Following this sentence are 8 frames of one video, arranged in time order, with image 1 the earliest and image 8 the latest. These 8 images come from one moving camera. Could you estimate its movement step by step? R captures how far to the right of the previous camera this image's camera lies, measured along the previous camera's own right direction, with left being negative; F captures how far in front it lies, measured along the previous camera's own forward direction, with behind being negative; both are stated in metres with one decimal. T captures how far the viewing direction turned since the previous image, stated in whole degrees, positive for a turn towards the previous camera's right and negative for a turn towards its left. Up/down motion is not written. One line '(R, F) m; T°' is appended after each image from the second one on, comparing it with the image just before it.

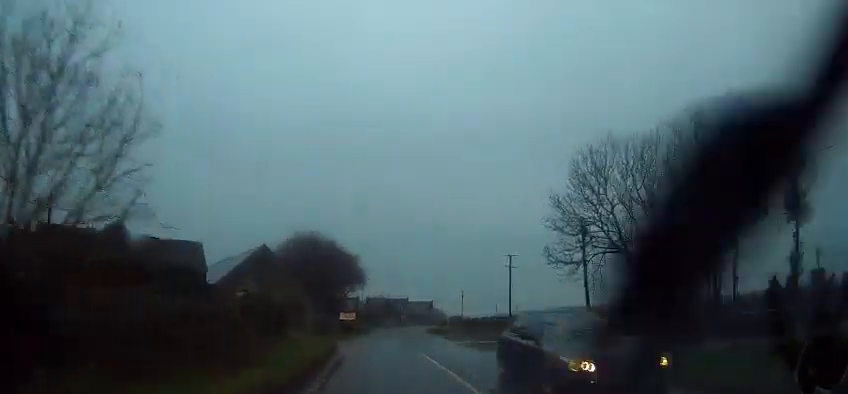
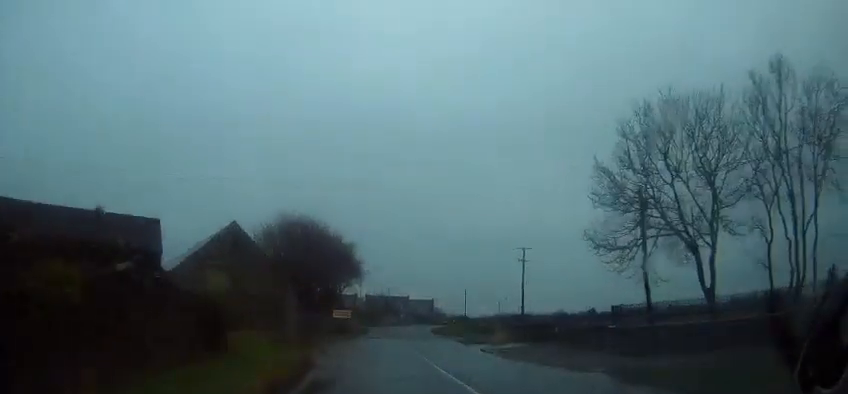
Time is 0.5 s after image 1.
(0.0, +6.8) m; 0°
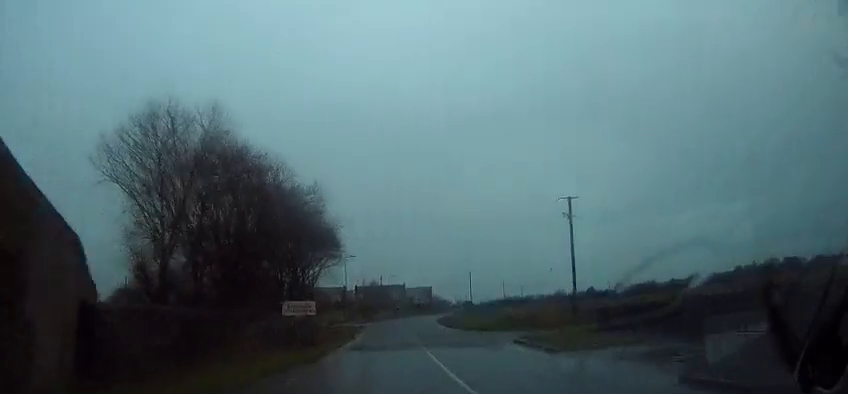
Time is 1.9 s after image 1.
(0.0, +19.4) m; +2°
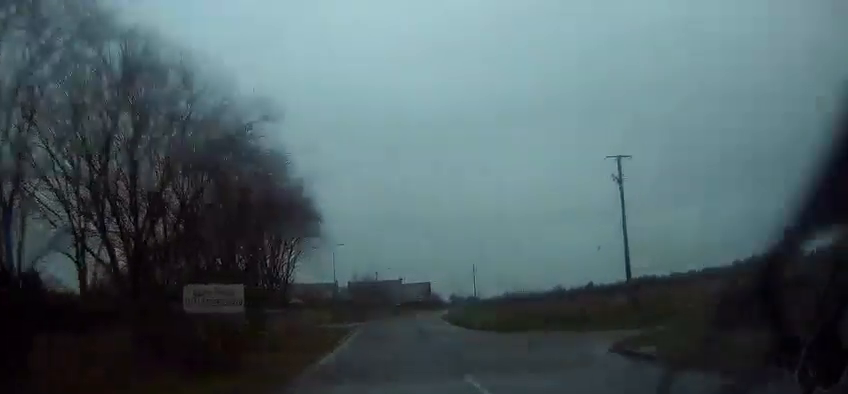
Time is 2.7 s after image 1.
(+0.4, +11.2) m; +2°
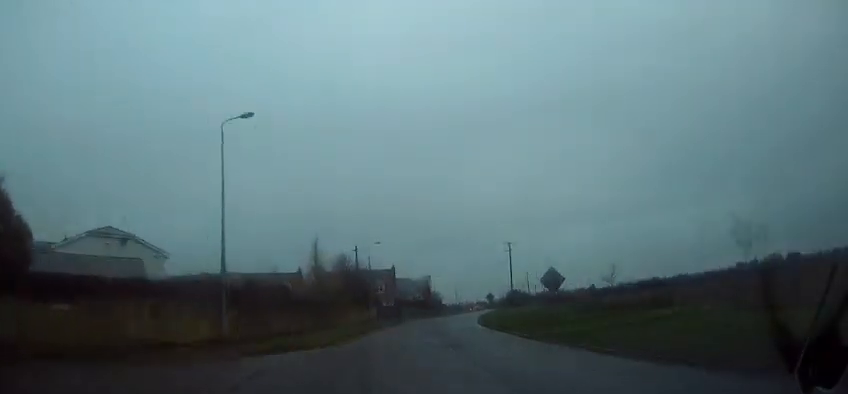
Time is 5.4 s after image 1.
(-0.2, +41.7) m; +2°
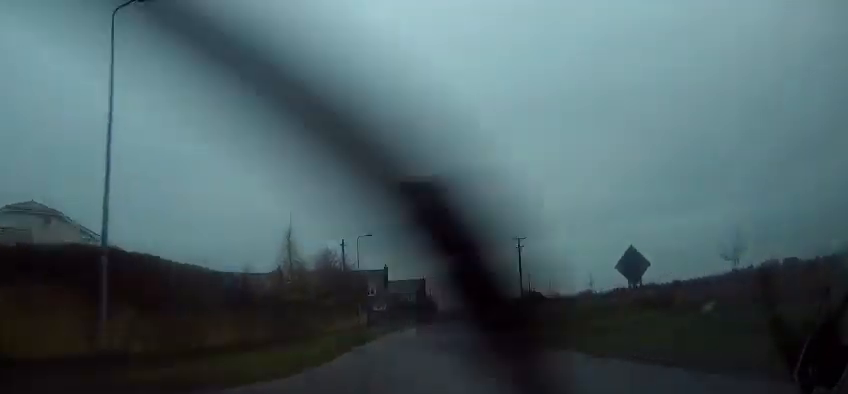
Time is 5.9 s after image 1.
(+0.4, +9.2) m; +2°
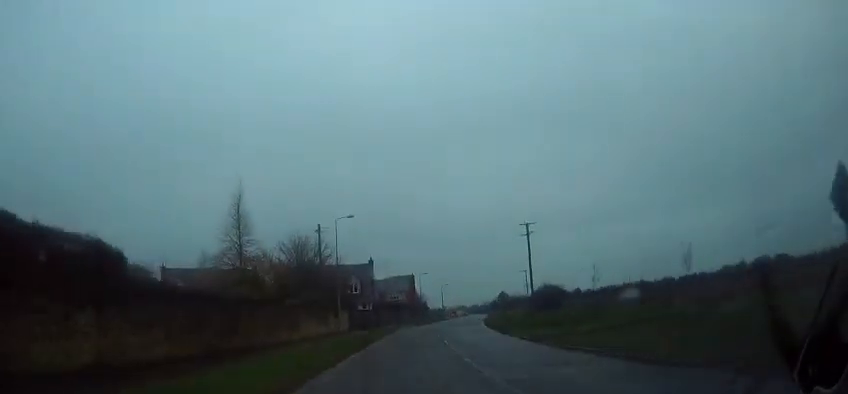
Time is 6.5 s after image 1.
(0.0, +9.9) m; 0°
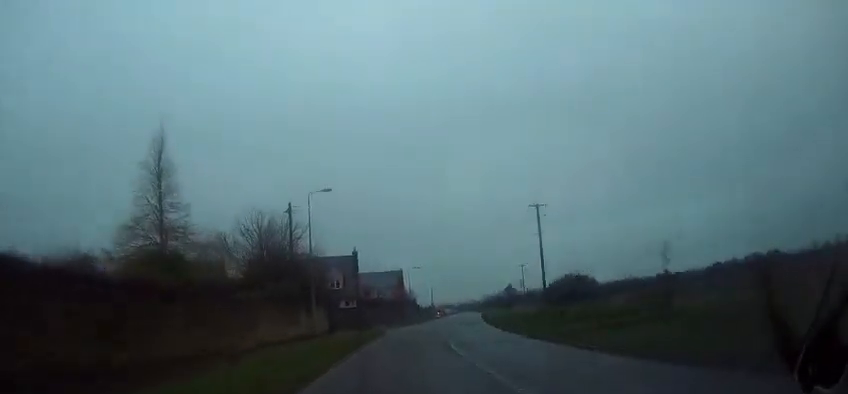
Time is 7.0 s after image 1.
(0.0, +8.3) m; 0°
